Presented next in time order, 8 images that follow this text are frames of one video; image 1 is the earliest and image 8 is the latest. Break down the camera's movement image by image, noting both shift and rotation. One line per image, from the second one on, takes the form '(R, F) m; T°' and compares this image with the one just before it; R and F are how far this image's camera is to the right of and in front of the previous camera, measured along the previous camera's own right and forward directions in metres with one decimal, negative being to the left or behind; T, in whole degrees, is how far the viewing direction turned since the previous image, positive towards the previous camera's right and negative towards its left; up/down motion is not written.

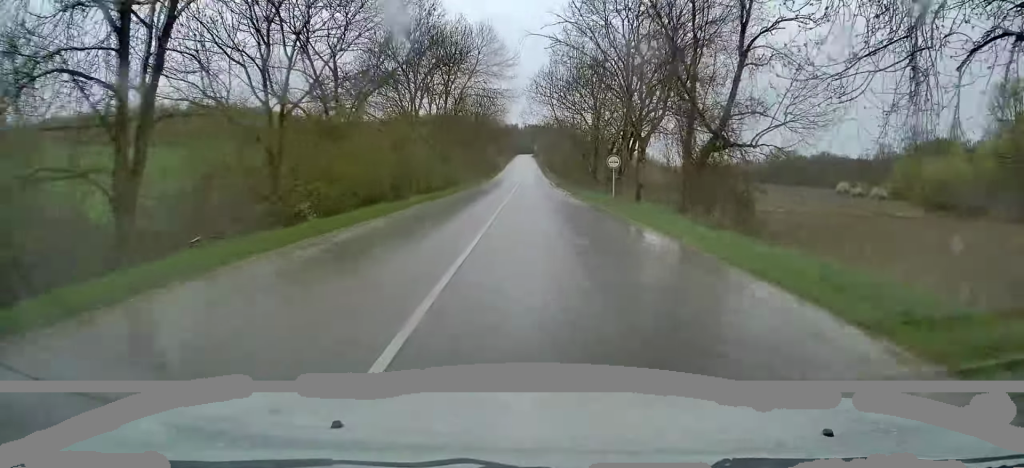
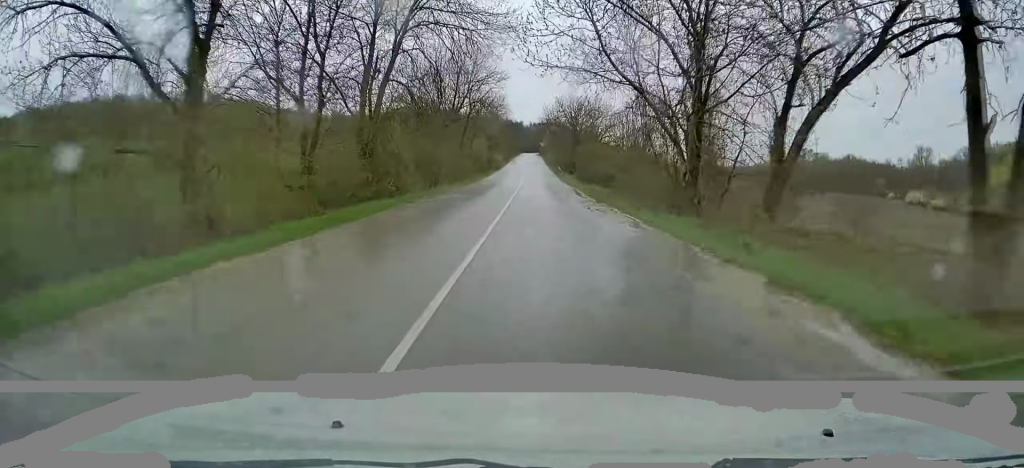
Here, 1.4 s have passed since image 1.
(-0.3, +30.6) m; -1°
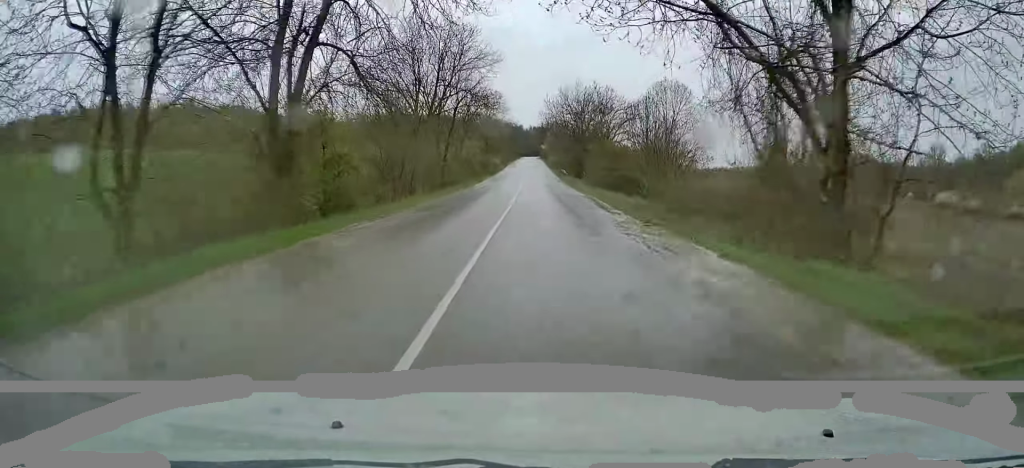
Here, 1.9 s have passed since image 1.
(+0.1, +11.0) m; 0°
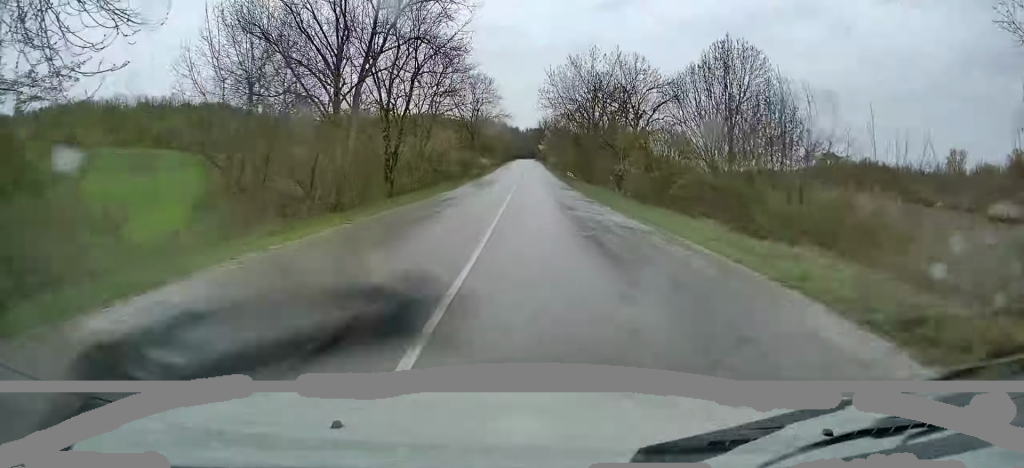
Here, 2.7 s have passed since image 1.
(0.0, +18.3) m; 0°
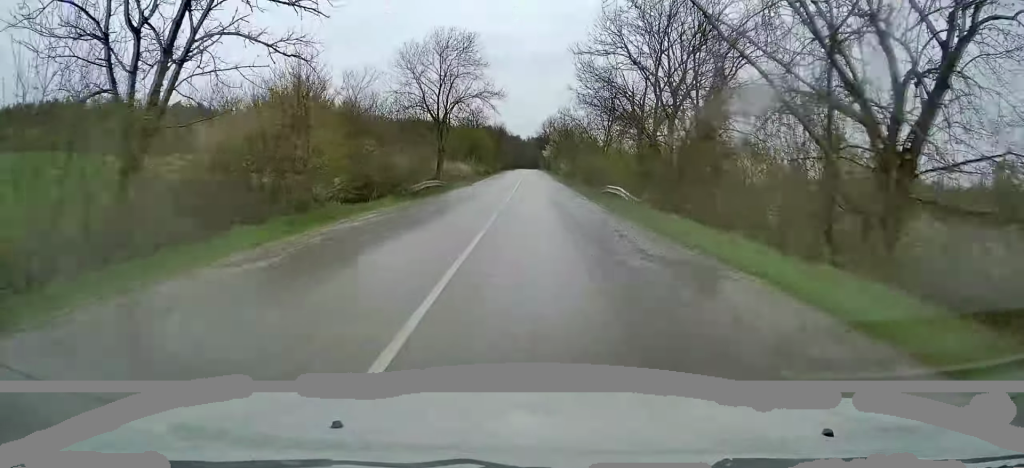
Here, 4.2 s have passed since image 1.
(-0.1, +32.0) m; +1°
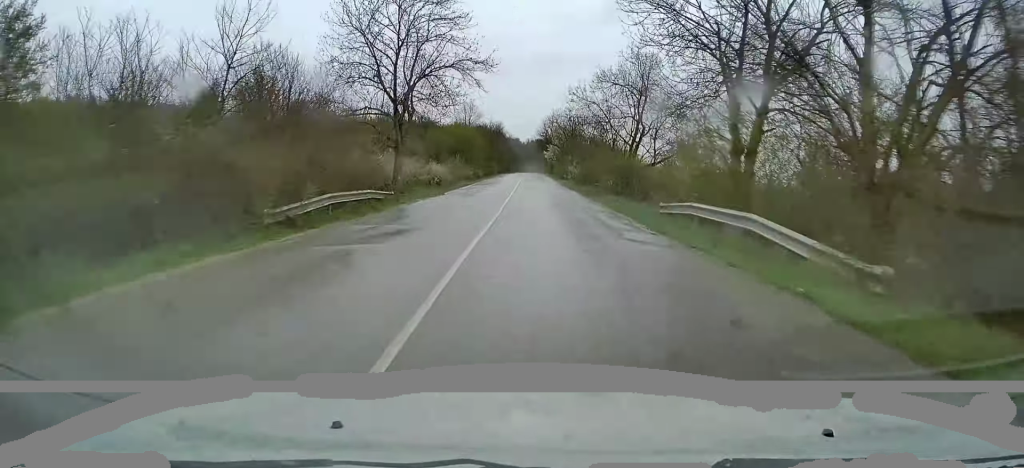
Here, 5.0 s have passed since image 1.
(+0.3, +16.7) m; 0°
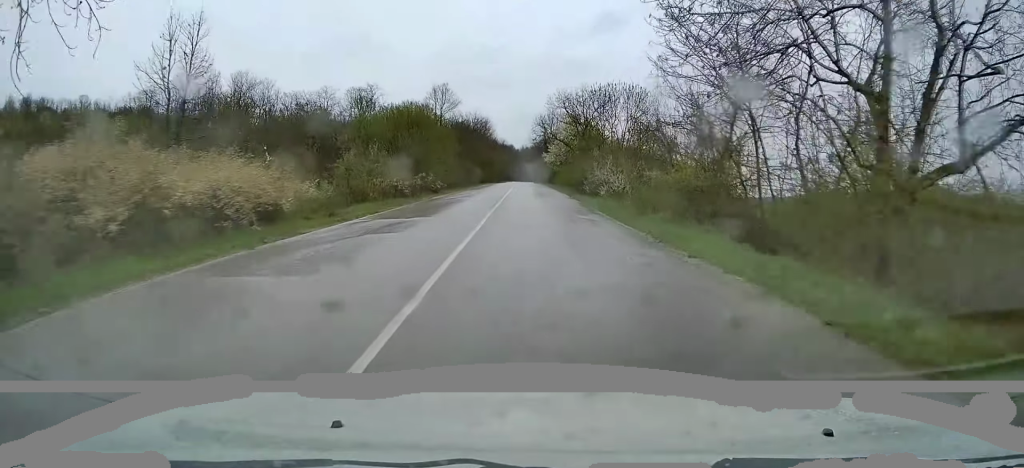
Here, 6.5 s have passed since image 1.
(-0.2, +32.1) m; -1°
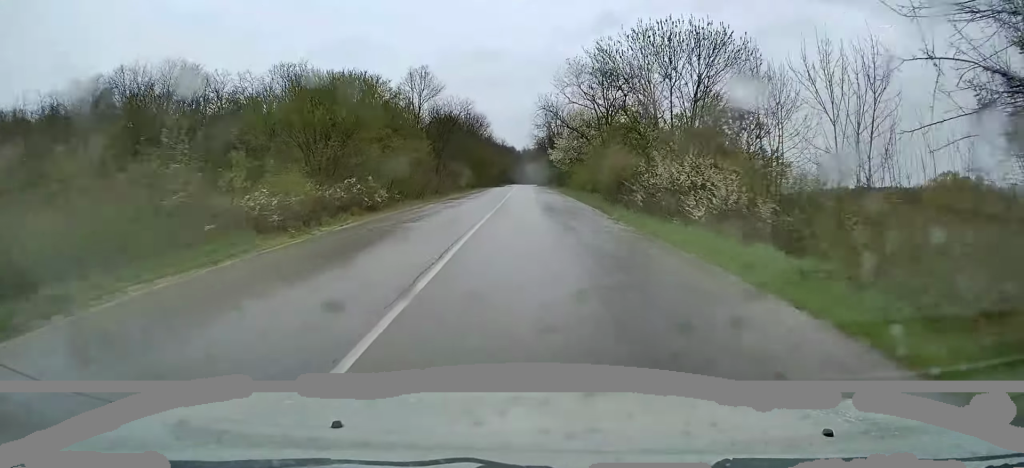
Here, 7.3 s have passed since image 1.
(-0.3, +17.5) m; 0°
